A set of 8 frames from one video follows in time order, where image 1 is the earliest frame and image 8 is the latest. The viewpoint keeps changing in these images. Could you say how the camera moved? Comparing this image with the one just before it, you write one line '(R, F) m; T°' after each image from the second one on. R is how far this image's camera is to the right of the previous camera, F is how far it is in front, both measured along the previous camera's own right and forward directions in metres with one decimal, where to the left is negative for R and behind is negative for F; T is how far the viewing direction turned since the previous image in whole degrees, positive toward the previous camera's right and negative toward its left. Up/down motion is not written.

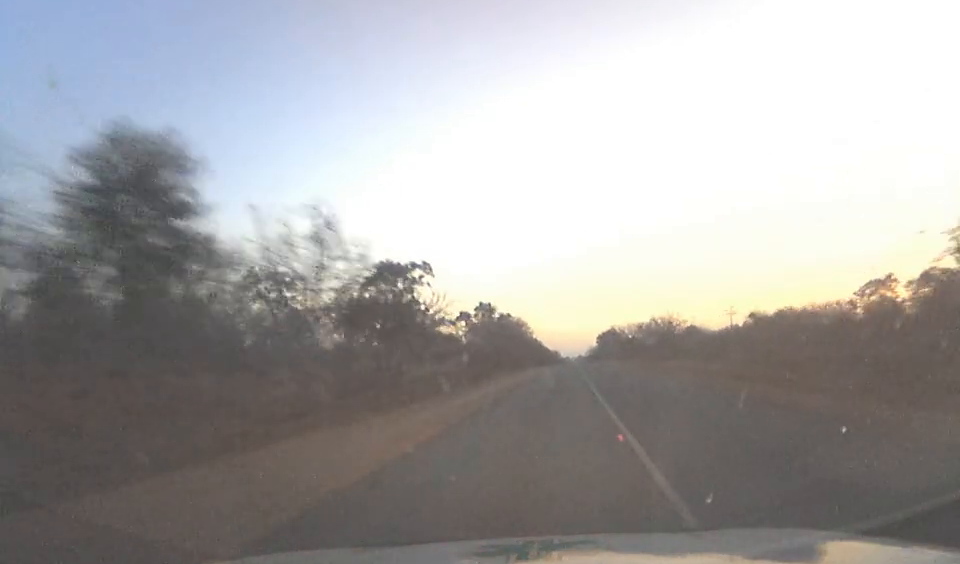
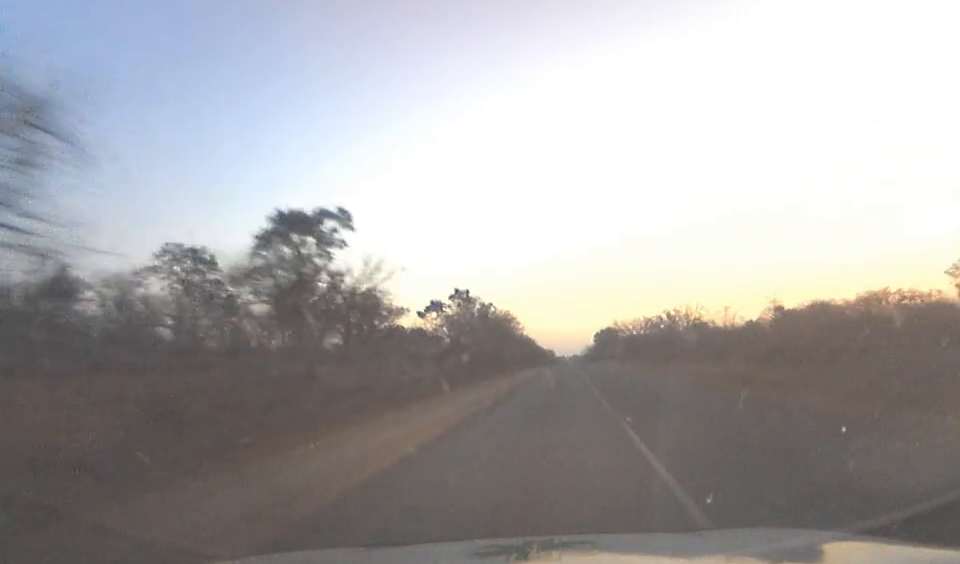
(0.0, +17.4) m; 0°
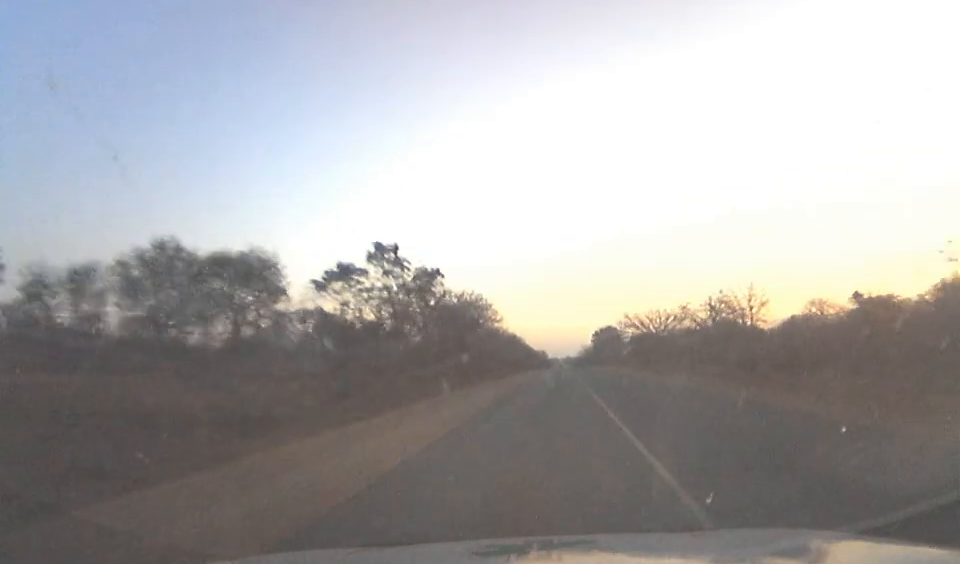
(0.0, +30.1) m; 0°
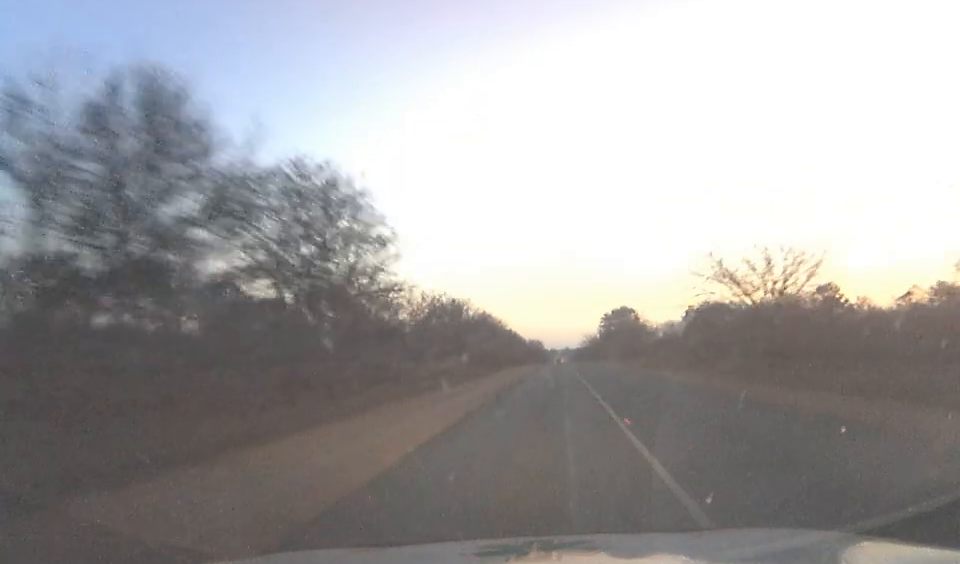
(0.0, +50.8) m; 0°
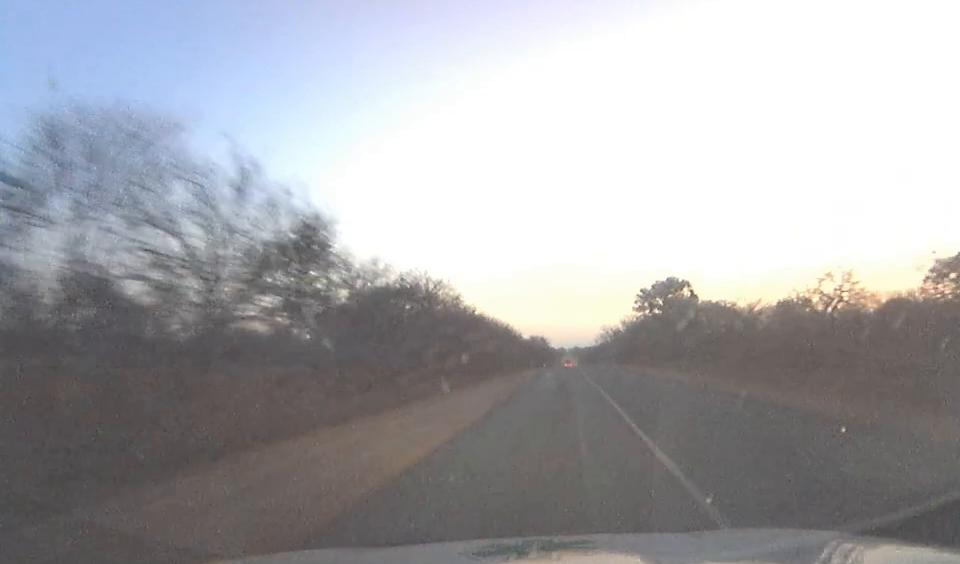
(+1.8, +56.8) m; +4°
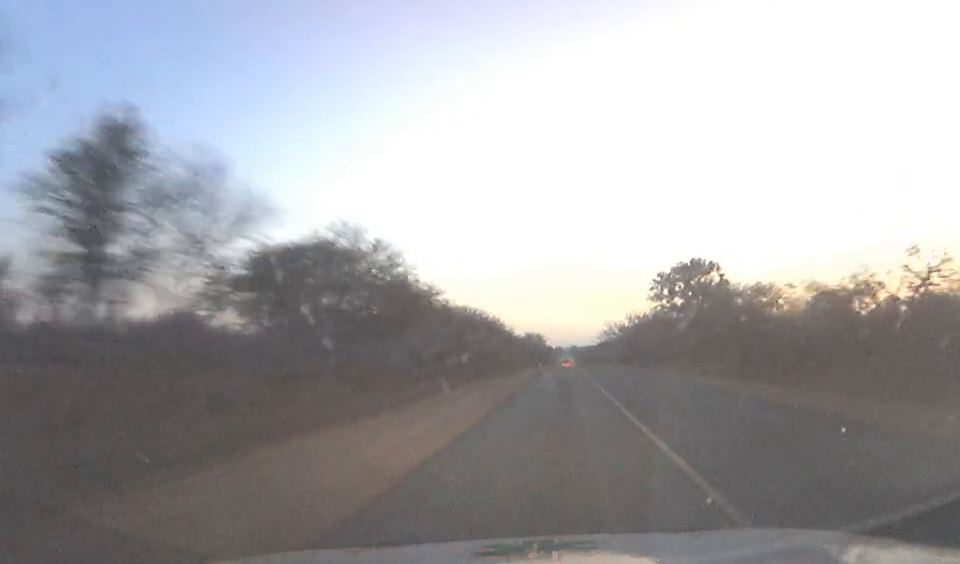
(+0.4, +18.2) m; +1°
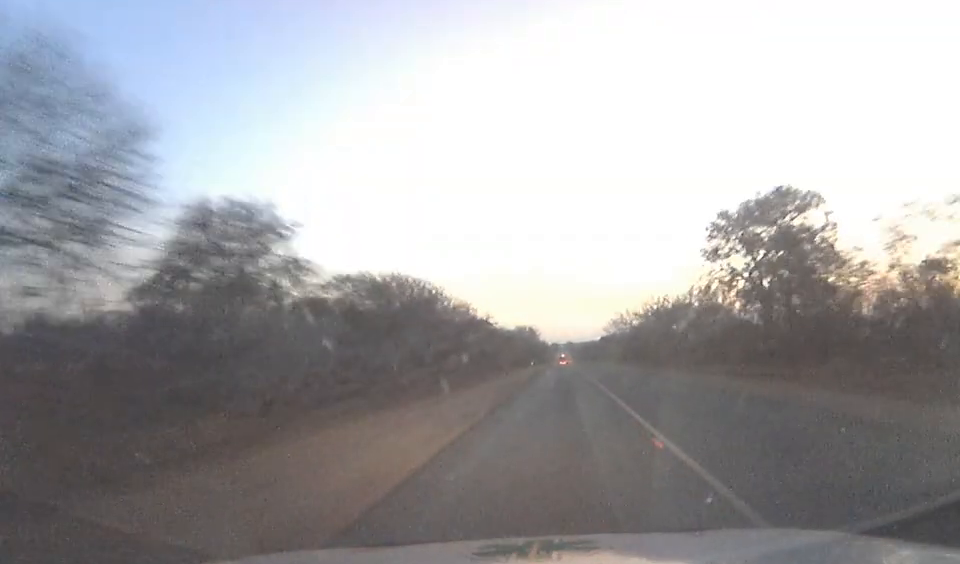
(0.0, +31.6) m; 0°
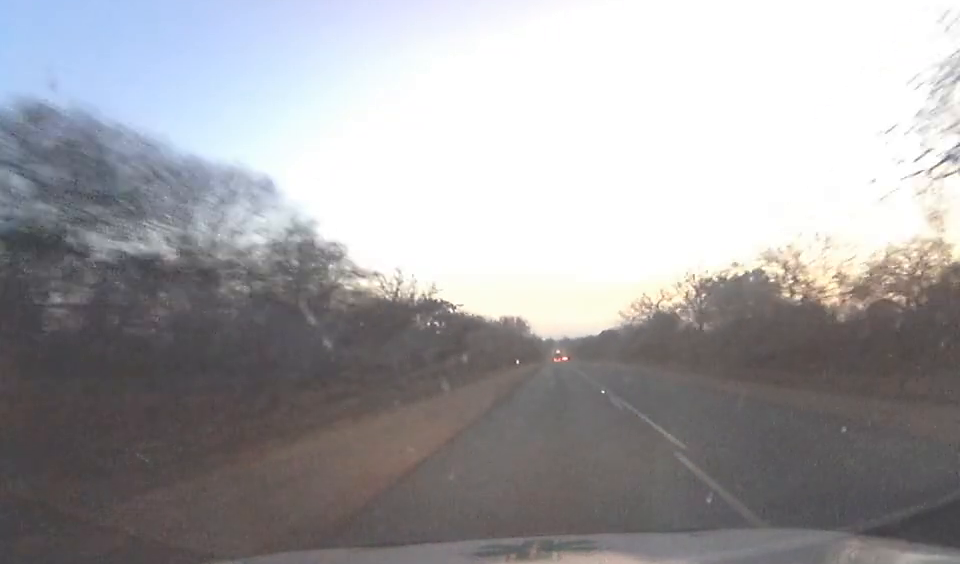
(0.0, +37.3) m; 0°
